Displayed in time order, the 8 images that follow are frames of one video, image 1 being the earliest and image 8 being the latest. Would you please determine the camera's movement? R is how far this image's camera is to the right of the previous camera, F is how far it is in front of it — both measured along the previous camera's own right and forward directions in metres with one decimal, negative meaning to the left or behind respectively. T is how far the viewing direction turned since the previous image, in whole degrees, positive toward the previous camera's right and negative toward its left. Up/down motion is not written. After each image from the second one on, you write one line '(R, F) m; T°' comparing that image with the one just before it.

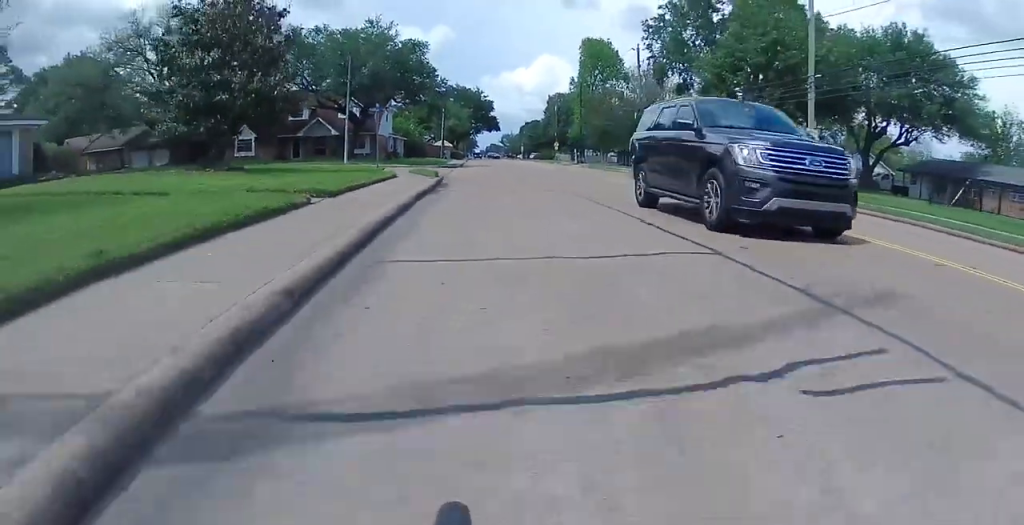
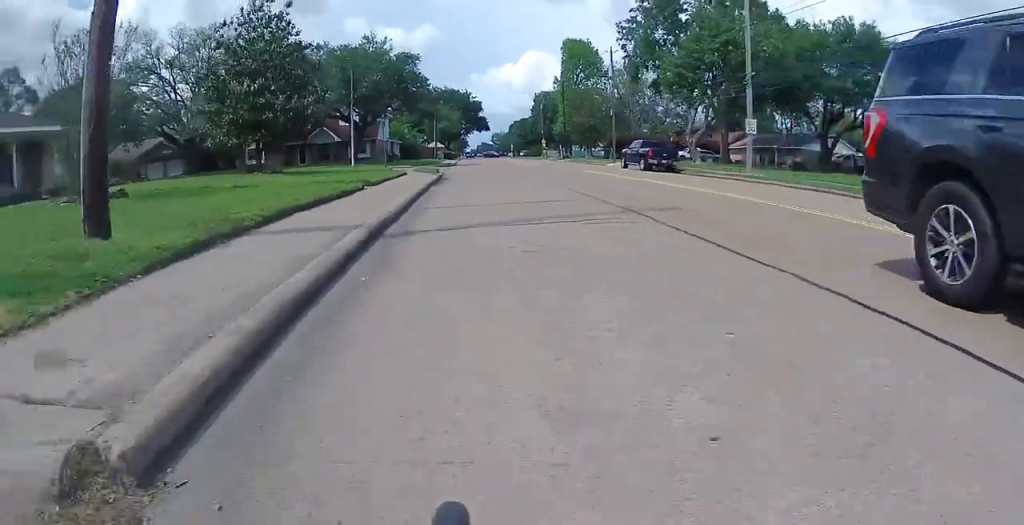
(-0.2, +4.9) m; +1°
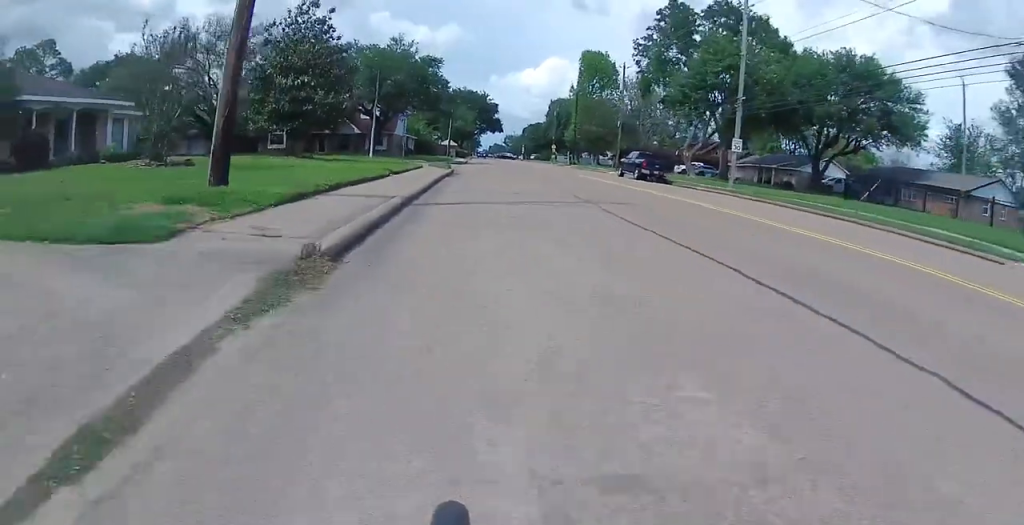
(+0.2, +3.0) m; +3°
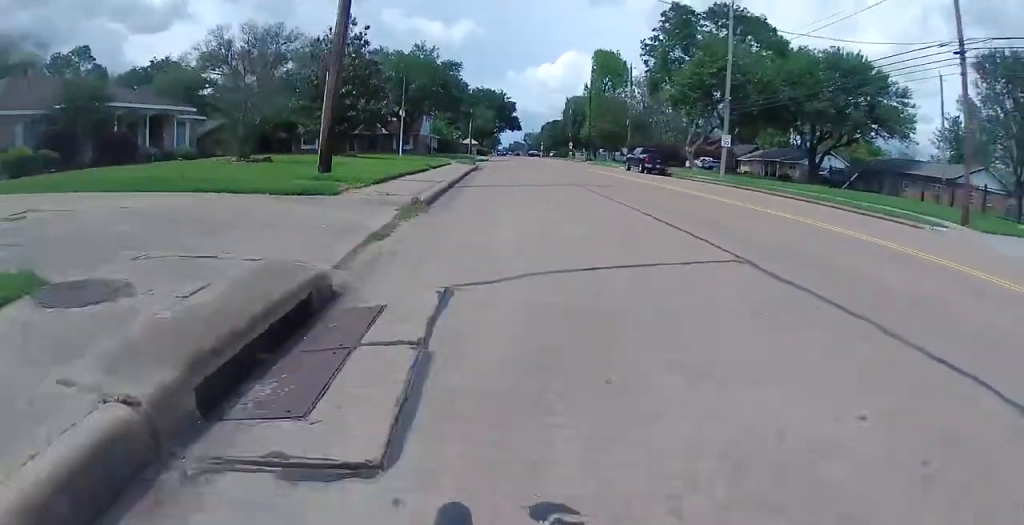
(+0.1, +4.5) m; +1°
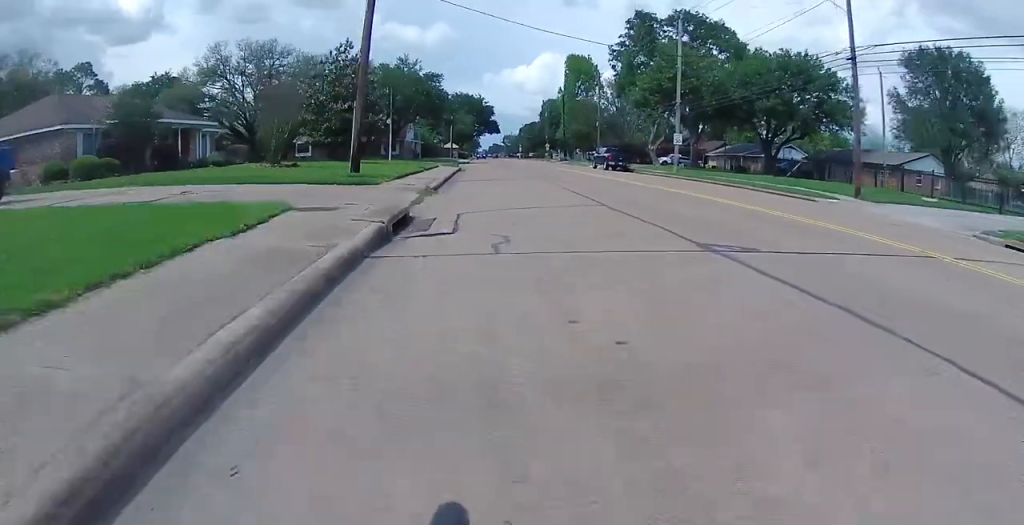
(0.0, +5.3) m; 0°
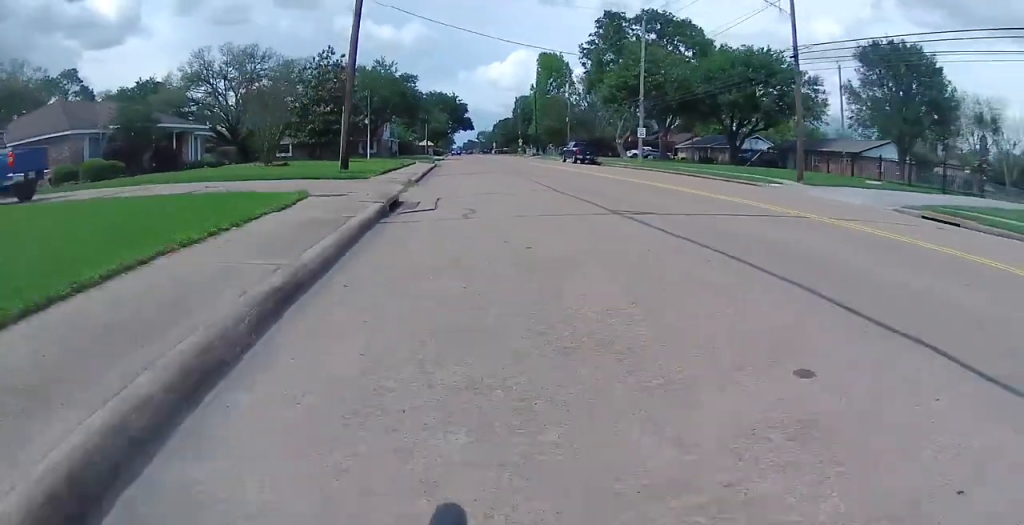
(0.0, +2.5) m; 0°
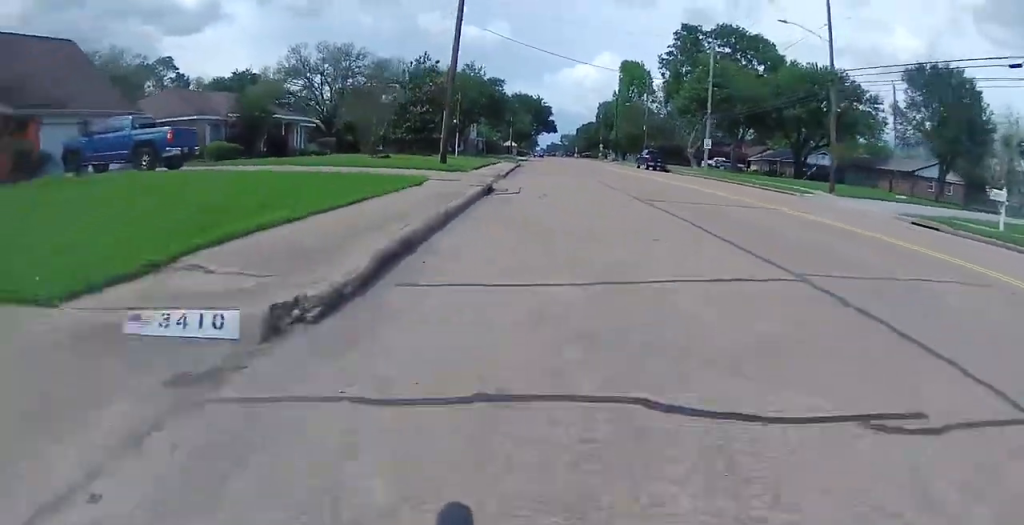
(0.0, +4.1) m; 0°
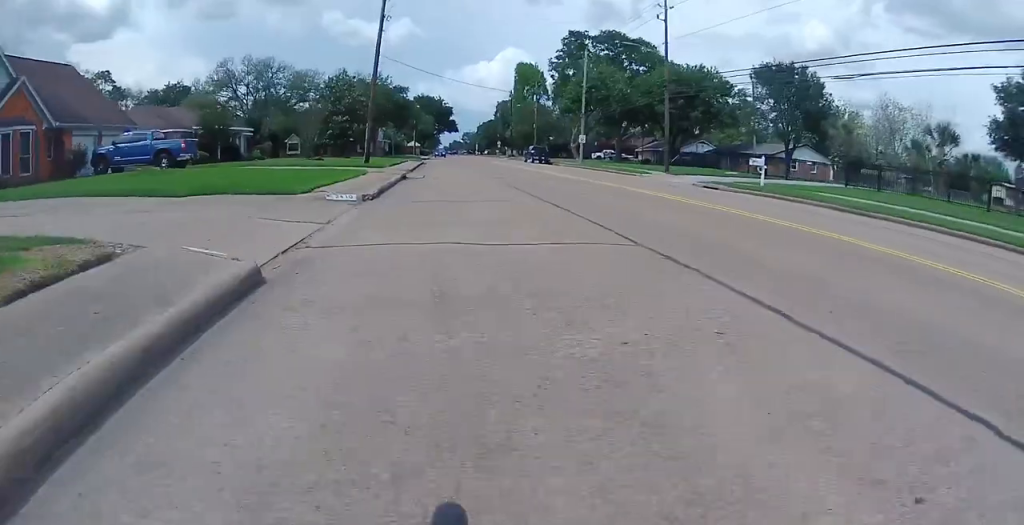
(0.0, +8.7) m; 0°
